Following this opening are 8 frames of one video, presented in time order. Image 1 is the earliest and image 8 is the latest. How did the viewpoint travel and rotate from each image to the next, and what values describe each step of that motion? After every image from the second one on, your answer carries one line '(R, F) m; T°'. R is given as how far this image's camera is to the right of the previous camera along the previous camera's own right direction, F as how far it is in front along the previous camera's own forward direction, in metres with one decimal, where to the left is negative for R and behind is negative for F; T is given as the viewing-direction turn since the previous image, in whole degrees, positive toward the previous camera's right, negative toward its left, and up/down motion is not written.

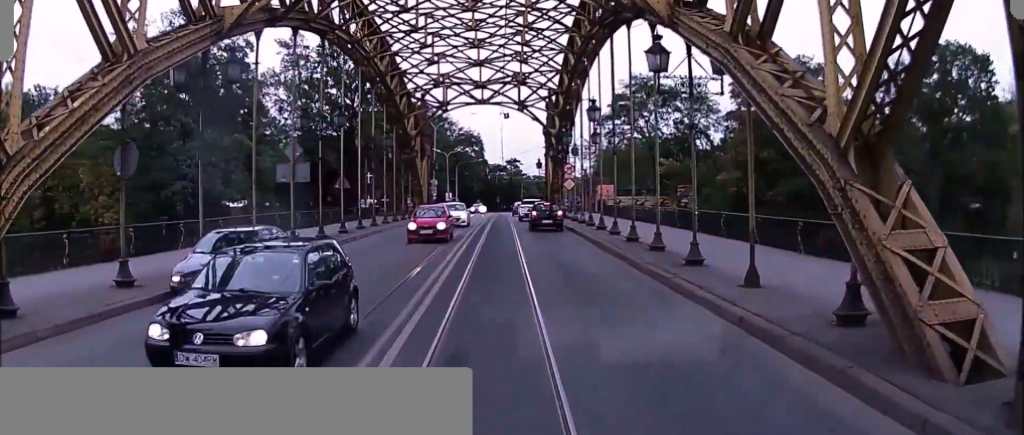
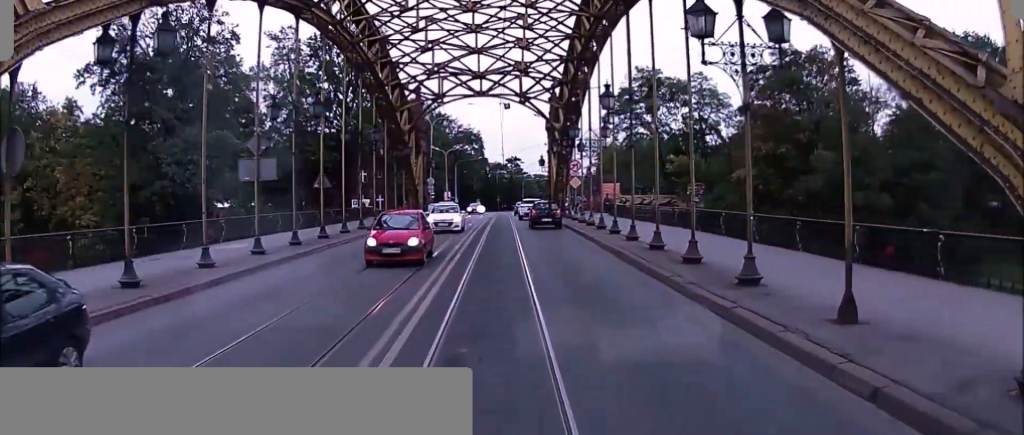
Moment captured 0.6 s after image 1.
(0.0, +4.0) m; 0°
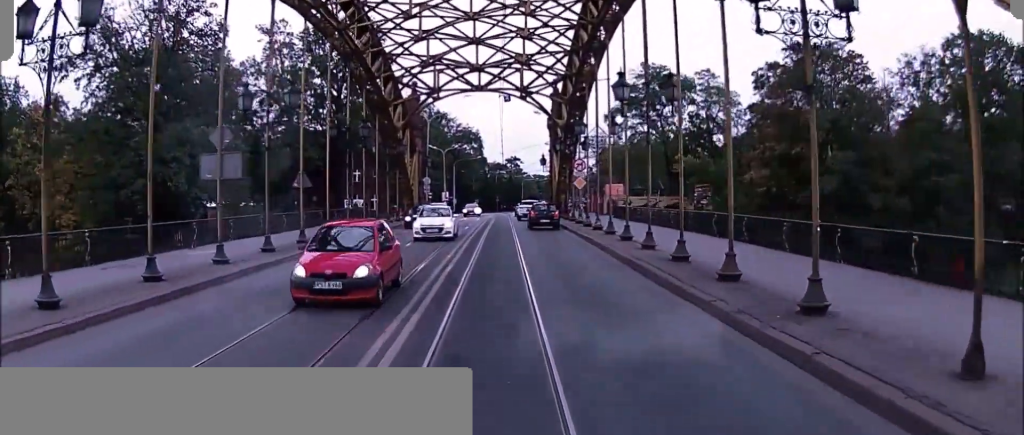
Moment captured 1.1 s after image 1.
(0.0, +2.9) m; -1°
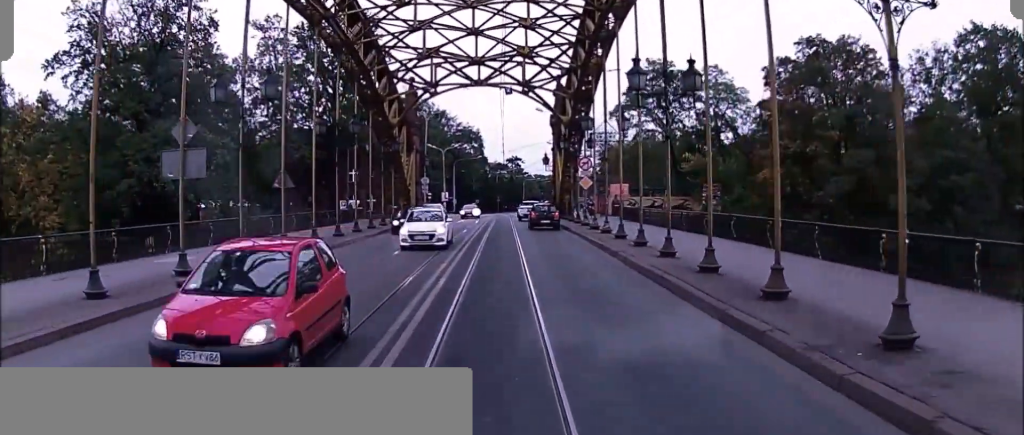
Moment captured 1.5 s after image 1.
(0.0, +2.5) m; -1°
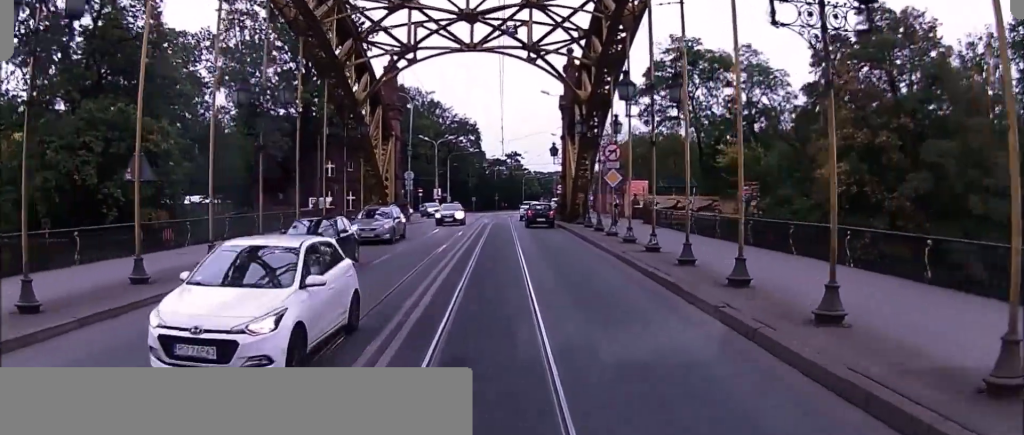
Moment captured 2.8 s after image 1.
(-0.2, +8.8) m; -2°
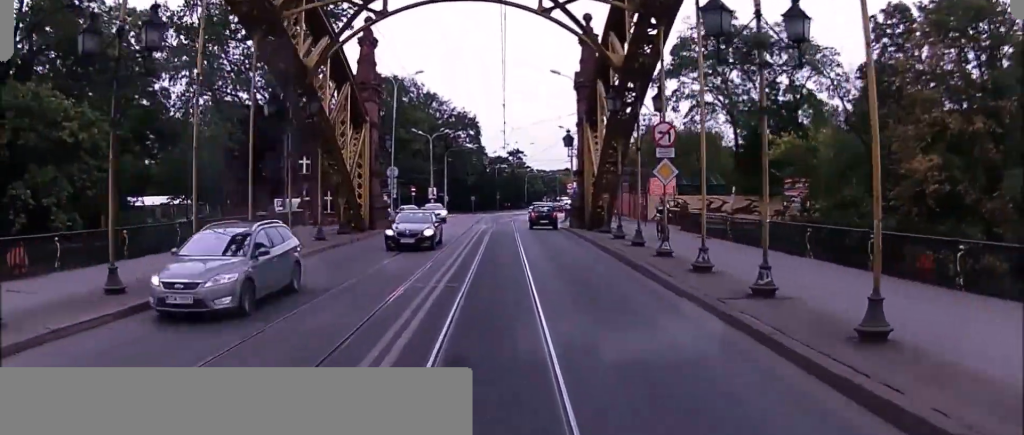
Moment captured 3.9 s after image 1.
(0.0, +8.1) m; 0°
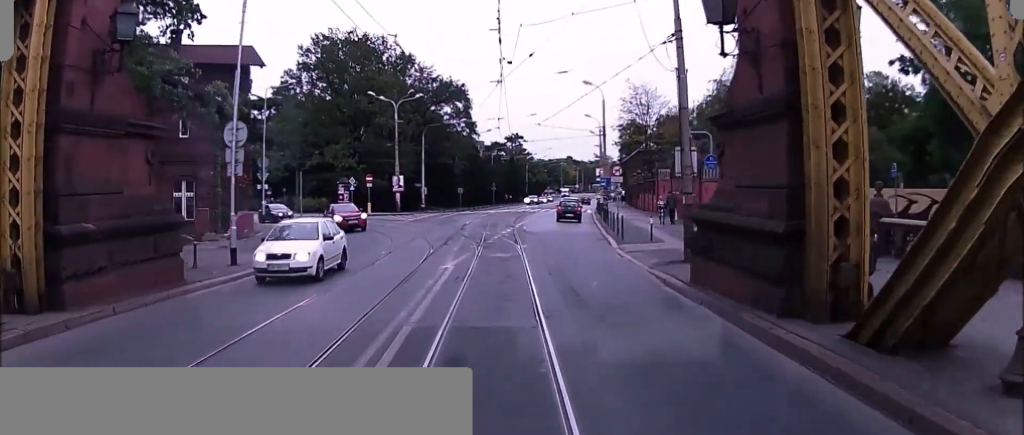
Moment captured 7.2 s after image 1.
(-0.2, +27.5) m; -1°
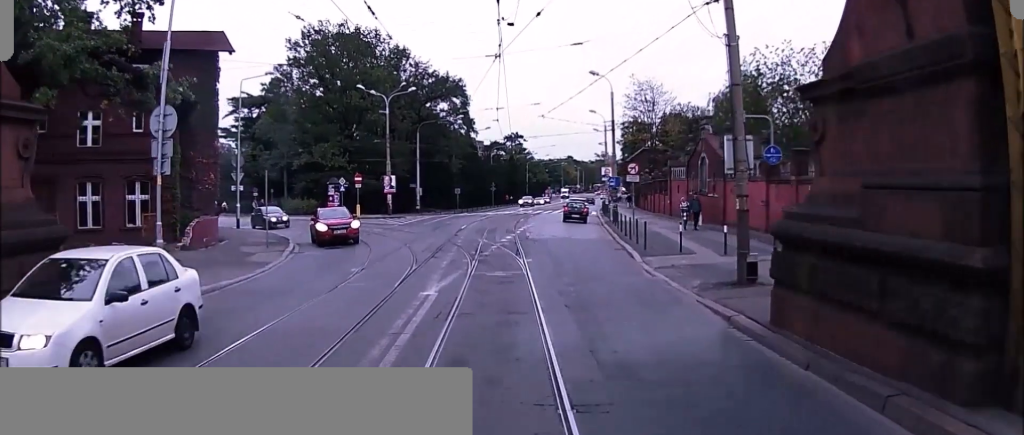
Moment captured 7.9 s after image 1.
(0.0, +4.7) m; 0°
